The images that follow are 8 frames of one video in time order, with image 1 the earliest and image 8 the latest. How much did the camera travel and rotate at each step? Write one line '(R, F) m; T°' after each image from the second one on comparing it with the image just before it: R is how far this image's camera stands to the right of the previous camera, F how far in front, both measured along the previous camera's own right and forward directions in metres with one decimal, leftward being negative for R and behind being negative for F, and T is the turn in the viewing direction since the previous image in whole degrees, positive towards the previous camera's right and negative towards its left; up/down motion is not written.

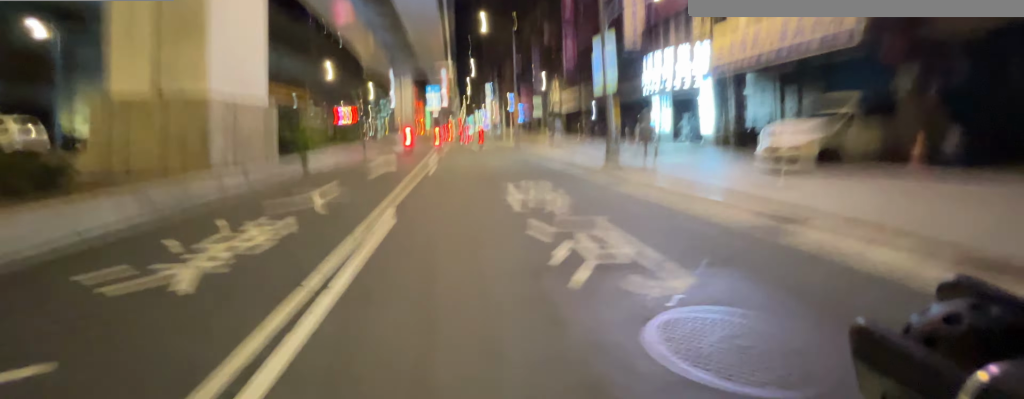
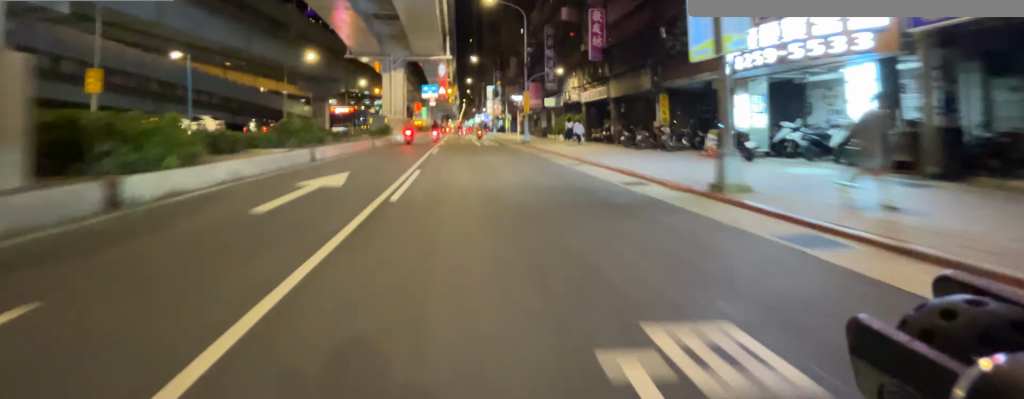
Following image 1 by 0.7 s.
(0.0, +6.9) m; -1°
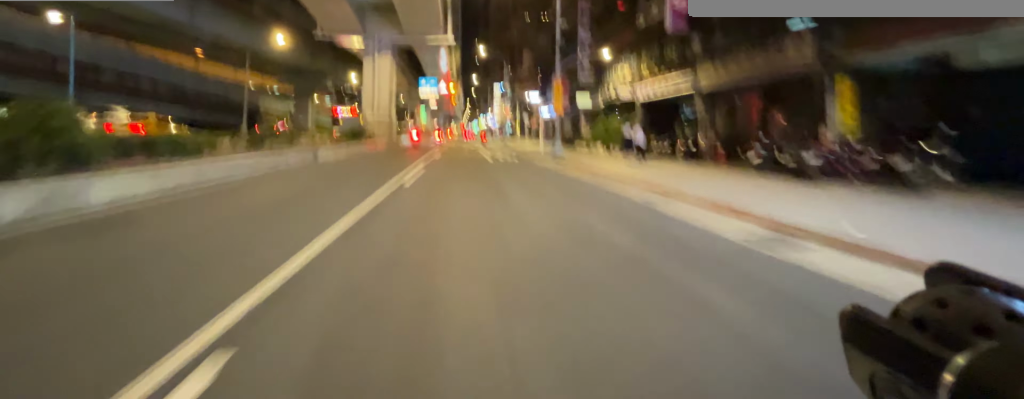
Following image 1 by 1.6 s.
(-0.2, +10.0) m; -1°
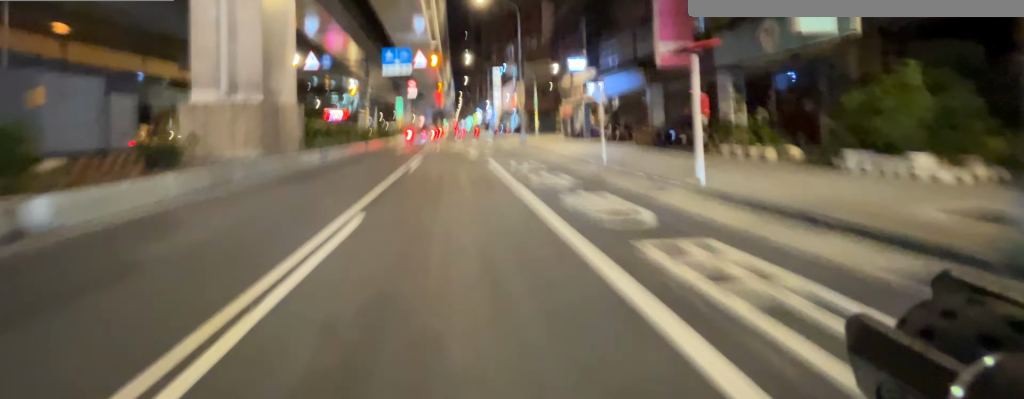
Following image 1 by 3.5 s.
(+0.4, +19.4) m; +2°
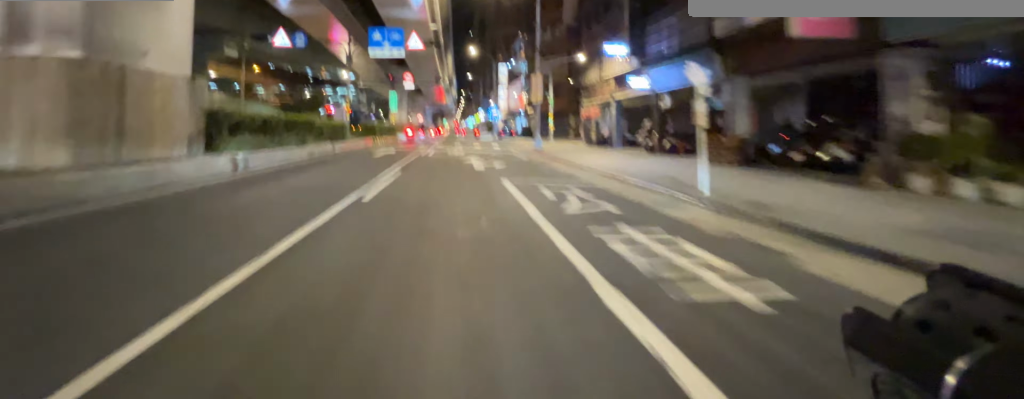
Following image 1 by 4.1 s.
(0.0, +5.9) m; -1°
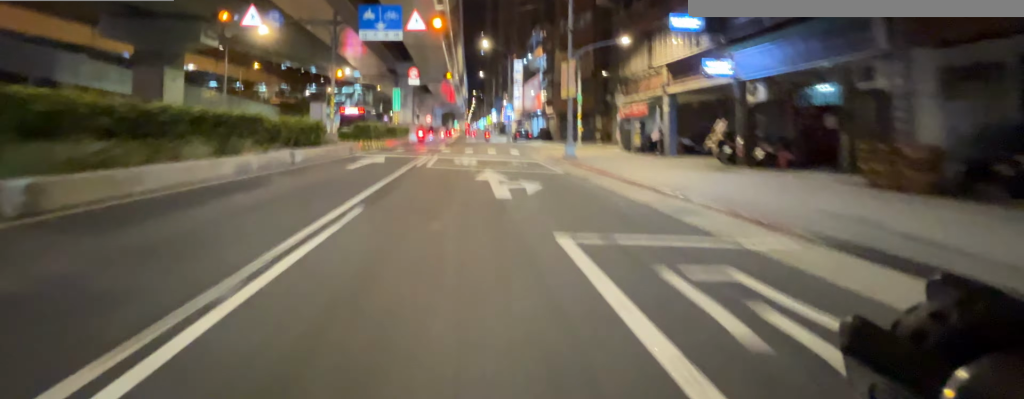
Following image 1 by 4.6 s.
(0.0, +5.2) m; -1°
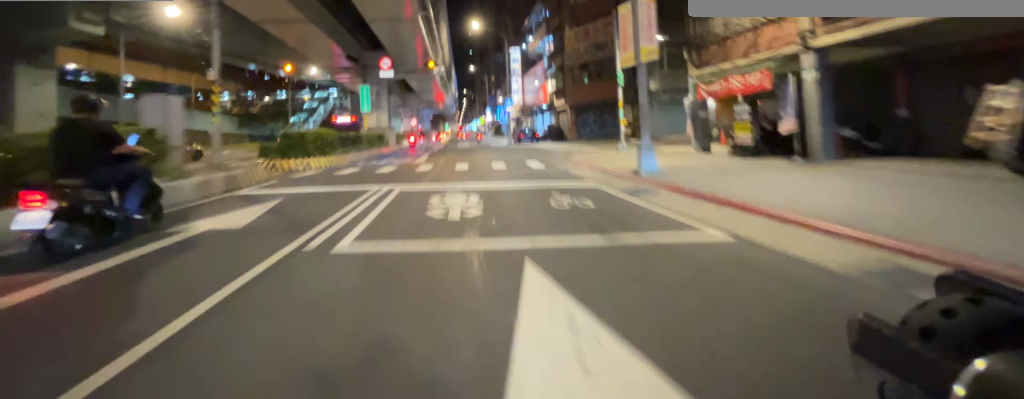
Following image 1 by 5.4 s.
(-0.2, +8.5) m; -1°
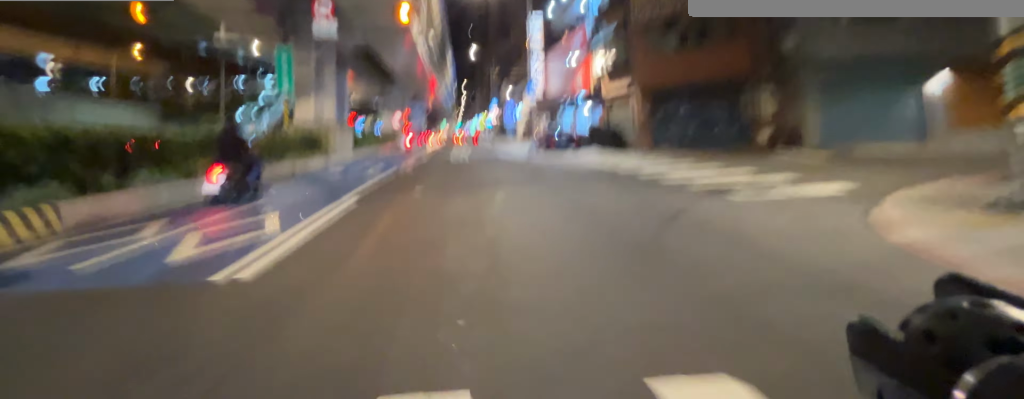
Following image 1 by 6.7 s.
(0.0, +12.6) m; 0°
